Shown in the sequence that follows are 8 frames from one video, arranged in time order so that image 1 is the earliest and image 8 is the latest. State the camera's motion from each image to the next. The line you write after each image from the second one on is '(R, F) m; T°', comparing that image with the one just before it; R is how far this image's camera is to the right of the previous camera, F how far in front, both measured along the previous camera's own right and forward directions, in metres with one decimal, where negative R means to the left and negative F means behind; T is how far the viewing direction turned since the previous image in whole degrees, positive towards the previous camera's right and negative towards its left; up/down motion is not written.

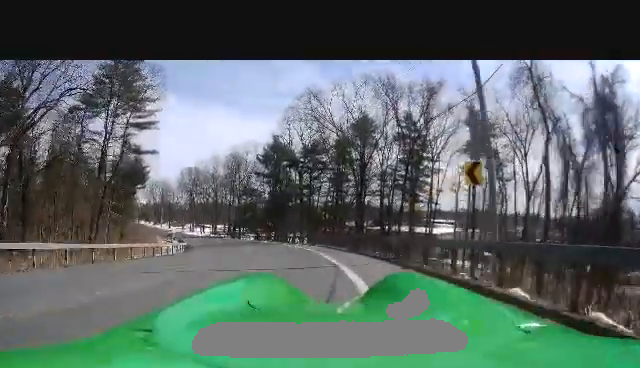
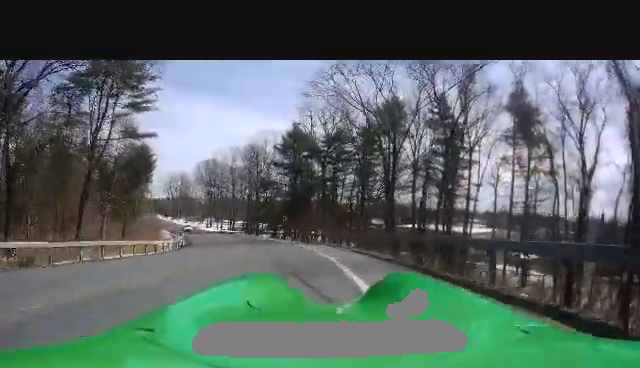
(0.0, +6.6) m; -5°
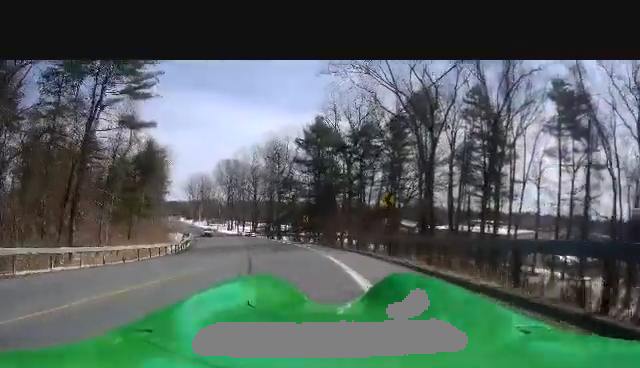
(+0.4, +5.6) m; -11°
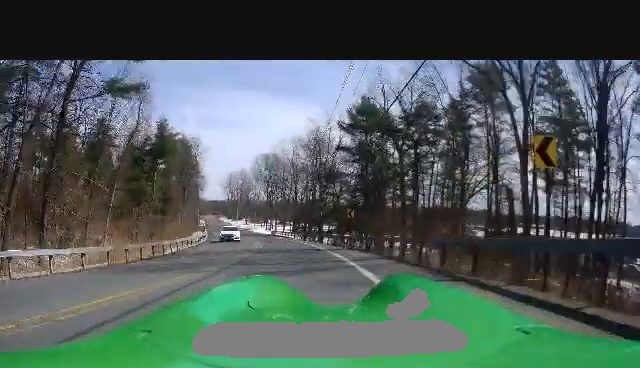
(-2.4, +9.0) m; -18°
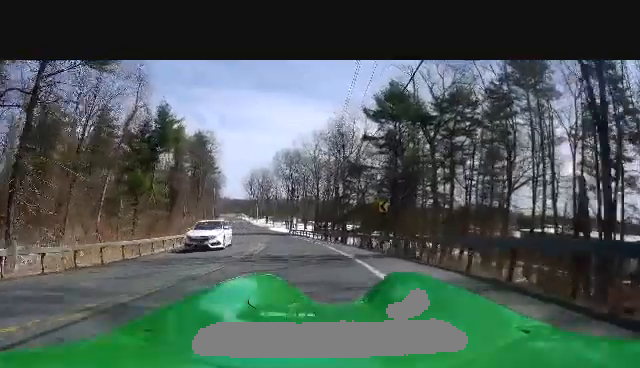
(-0.7, +5.9) m; -7°
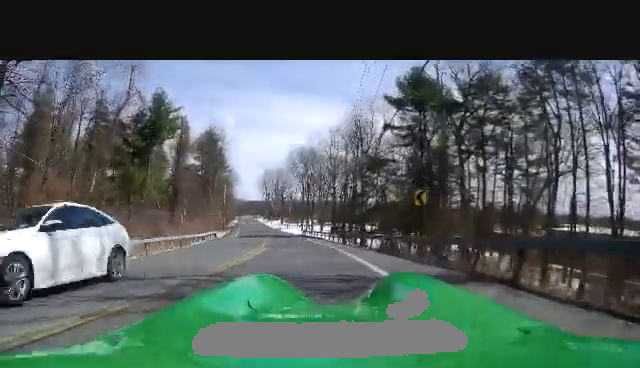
(0.0, +5.0) m; 0°
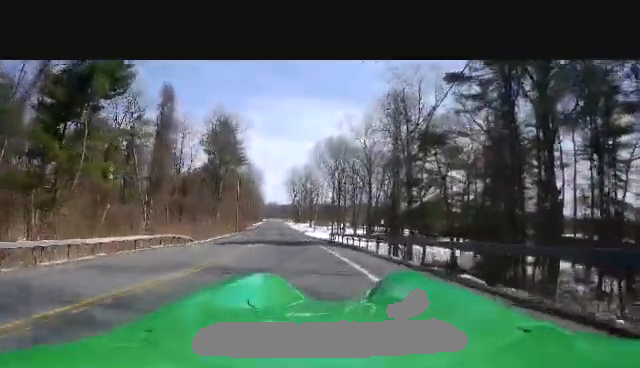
(0.0, +15.0) m; 0°
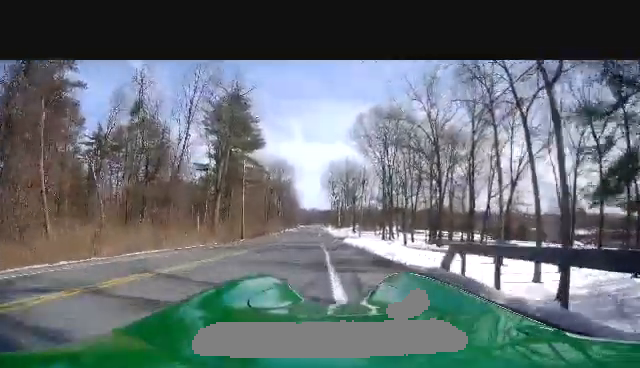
(0.0, +25.2) m; 0°
